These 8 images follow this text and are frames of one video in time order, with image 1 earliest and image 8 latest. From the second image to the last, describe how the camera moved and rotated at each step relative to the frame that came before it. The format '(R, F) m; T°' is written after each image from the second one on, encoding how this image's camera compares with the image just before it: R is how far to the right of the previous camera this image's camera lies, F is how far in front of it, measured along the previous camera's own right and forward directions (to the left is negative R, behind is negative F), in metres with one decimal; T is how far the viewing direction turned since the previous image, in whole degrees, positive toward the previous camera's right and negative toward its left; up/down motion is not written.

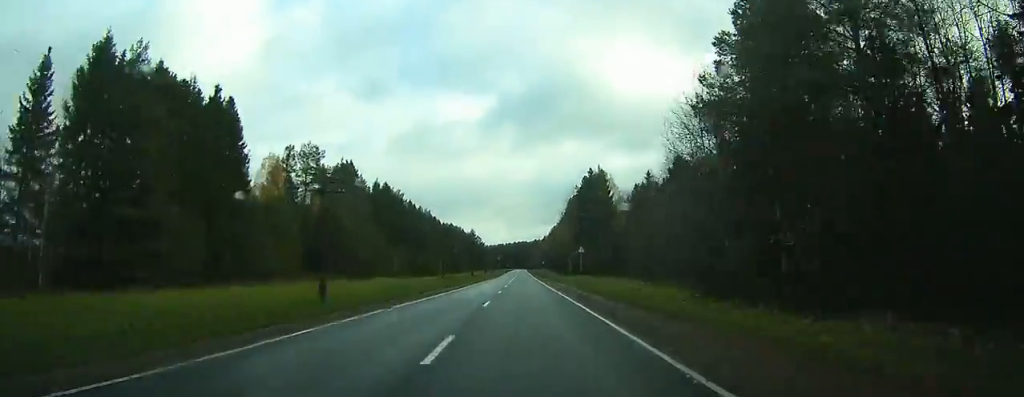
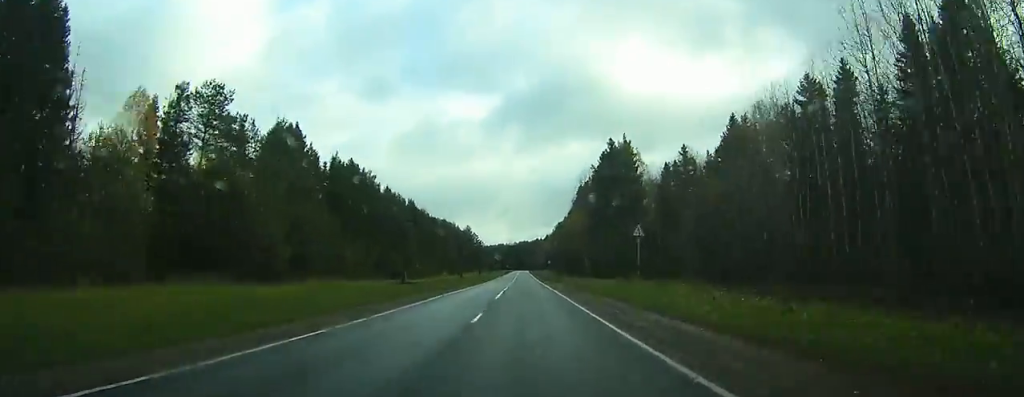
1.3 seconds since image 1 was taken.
(-0.1, +29.5) m; 0°
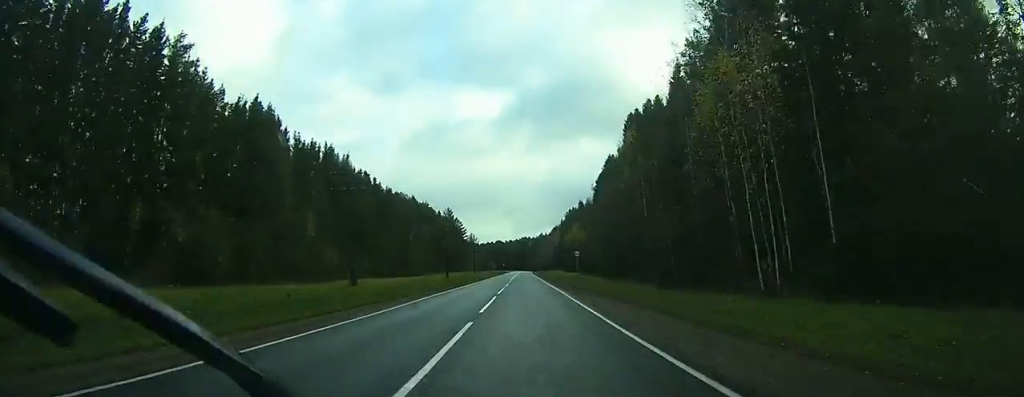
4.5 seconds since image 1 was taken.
(+0.2, +70.4) m; +1°
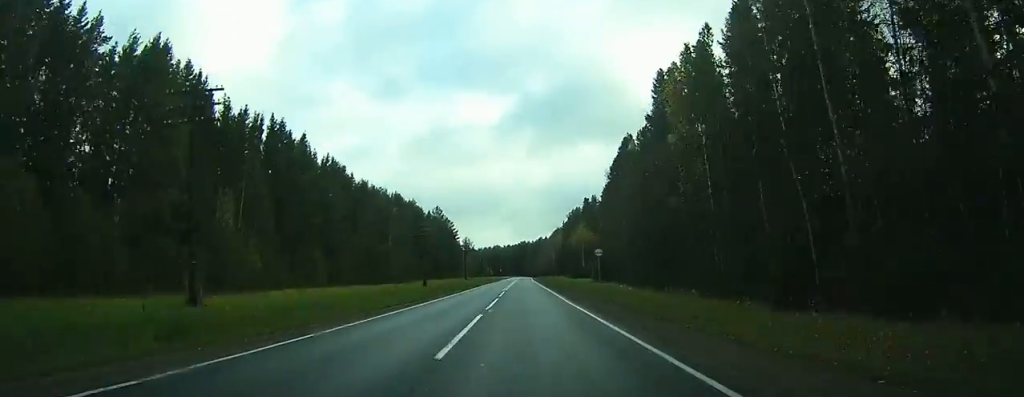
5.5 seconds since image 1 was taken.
(+0.1, +20.5) m; 0°
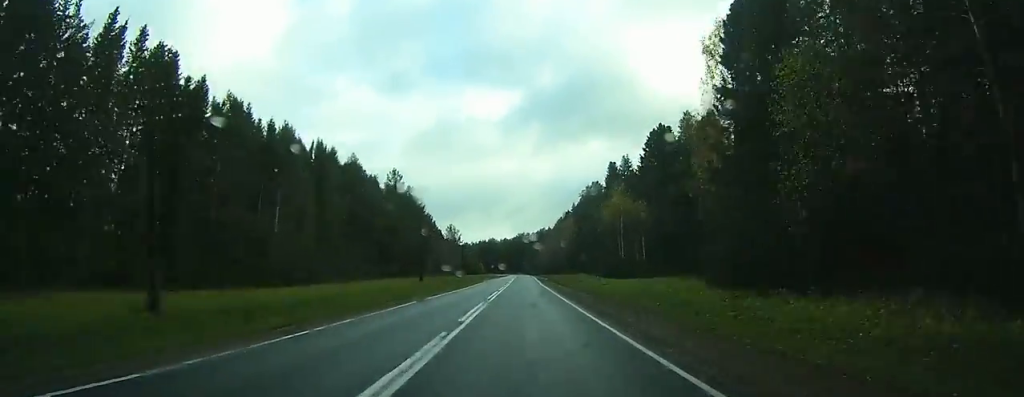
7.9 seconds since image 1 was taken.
(-0.1, +54.1) m; 0°
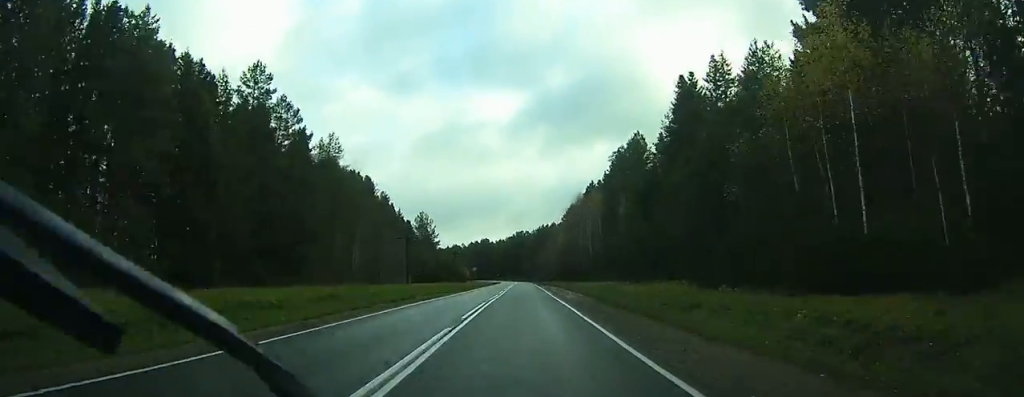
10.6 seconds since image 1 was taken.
(+0.2, +58.5) m; 0°
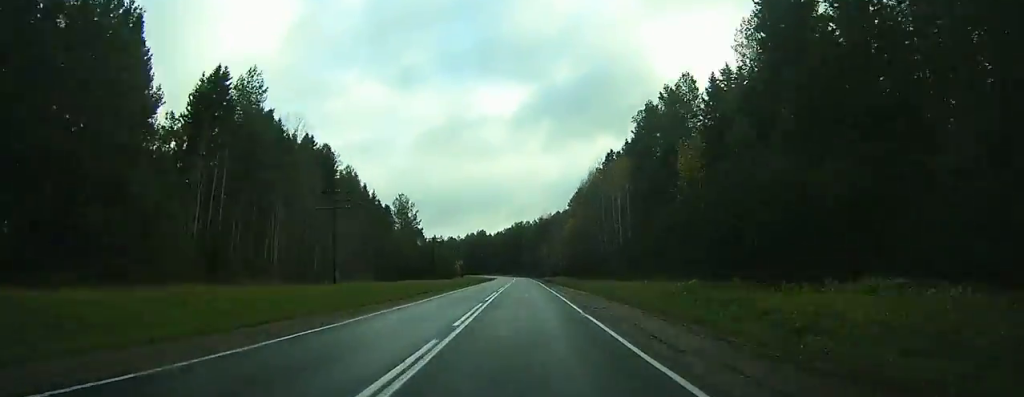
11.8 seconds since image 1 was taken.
(+0.1, +26.2) m; 0°
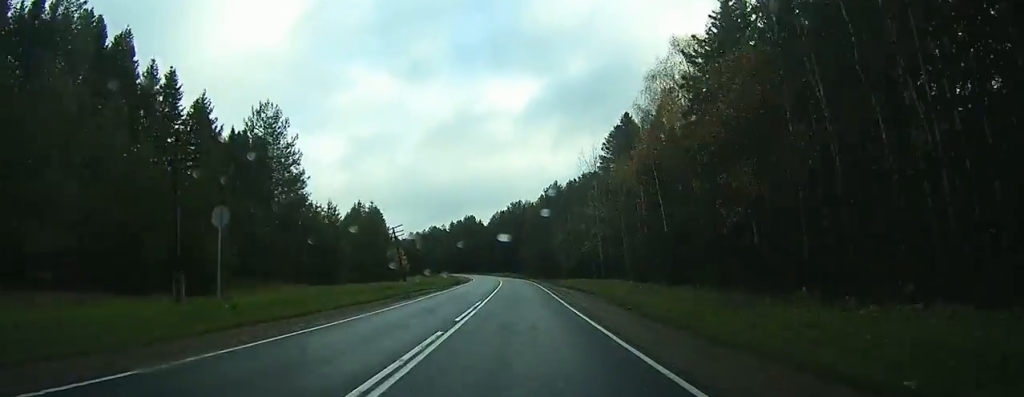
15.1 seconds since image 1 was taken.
(+0.2, +70.3) m; 0°
